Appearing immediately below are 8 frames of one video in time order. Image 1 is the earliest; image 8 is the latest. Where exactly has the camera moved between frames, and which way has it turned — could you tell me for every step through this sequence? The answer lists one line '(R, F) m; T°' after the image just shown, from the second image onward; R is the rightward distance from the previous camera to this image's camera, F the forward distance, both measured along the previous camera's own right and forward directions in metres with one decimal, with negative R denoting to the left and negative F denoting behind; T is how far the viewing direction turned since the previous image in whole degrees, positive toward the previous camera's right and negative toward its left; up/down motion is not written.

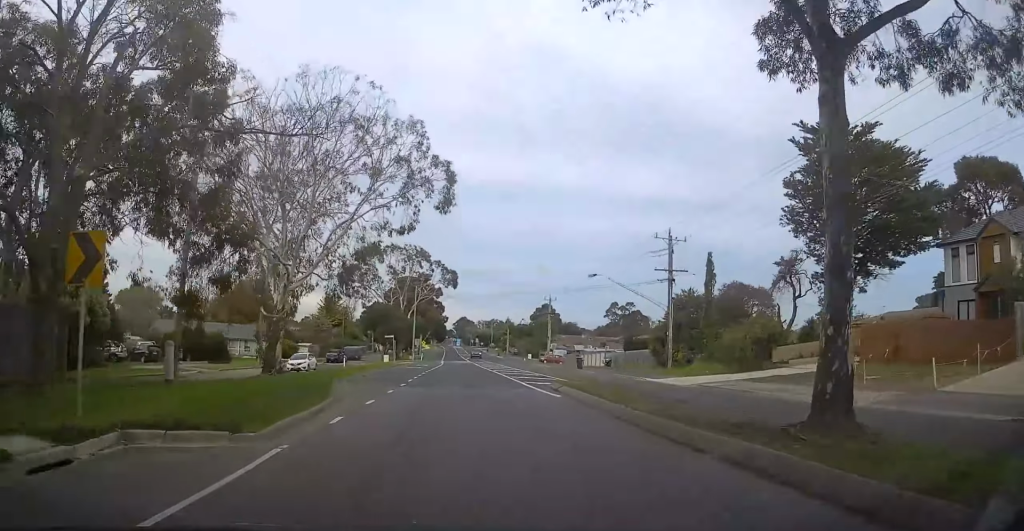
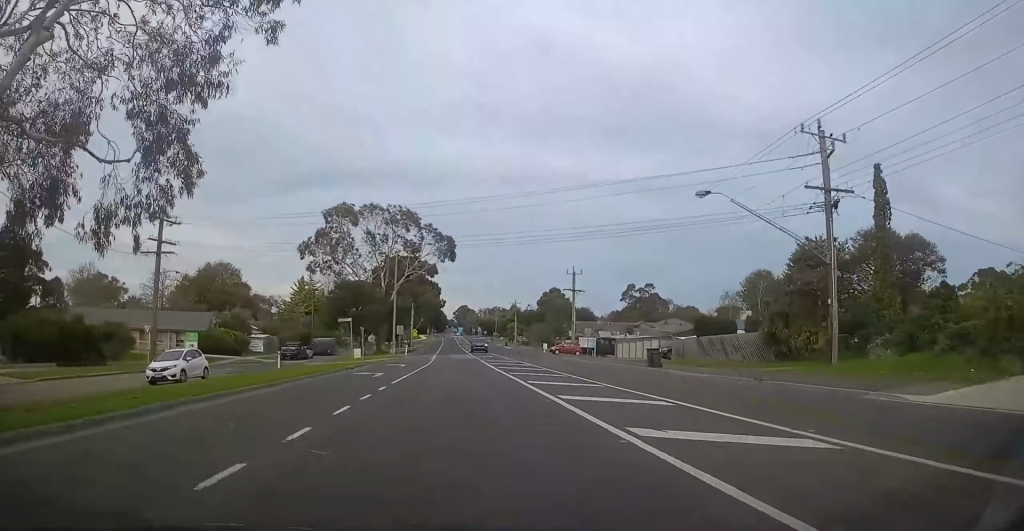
(+0.1, +23.7) m; 0°
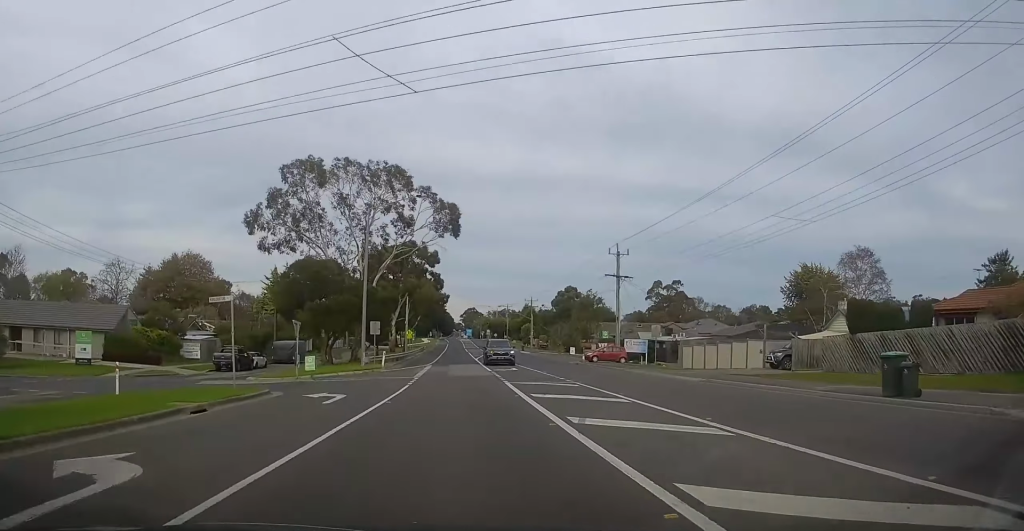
(-0.1, +21.5) m; 0°
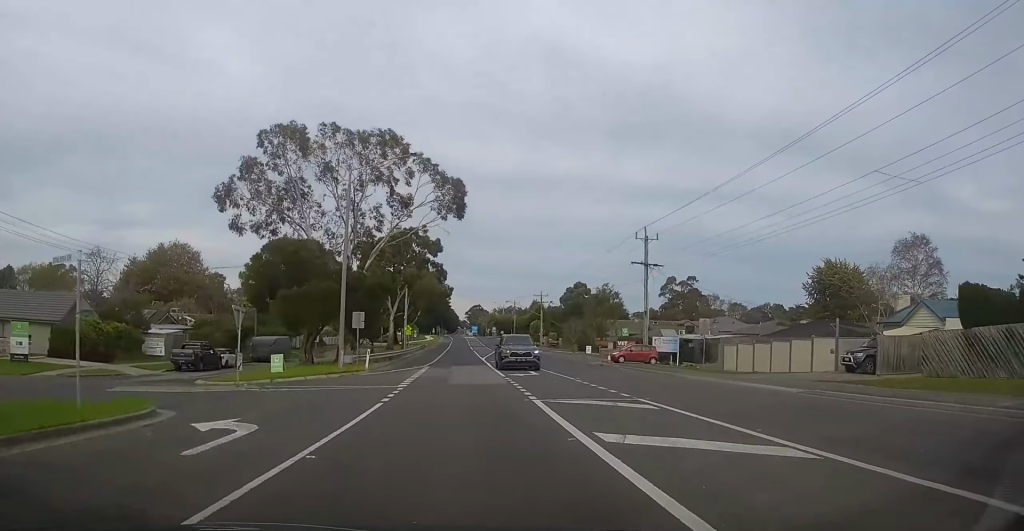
(0.0, +7.9) m; 0°
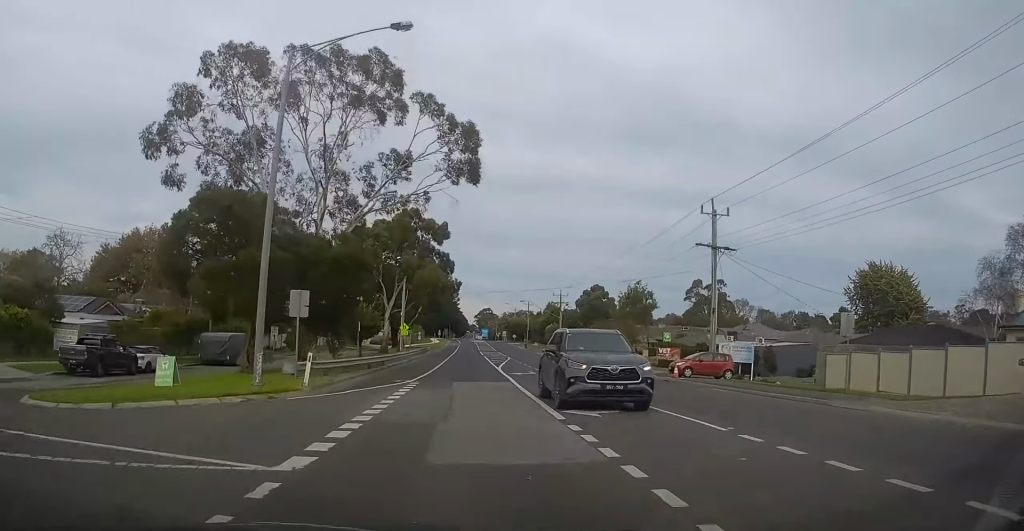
(0.0, +13.3) m; 0°
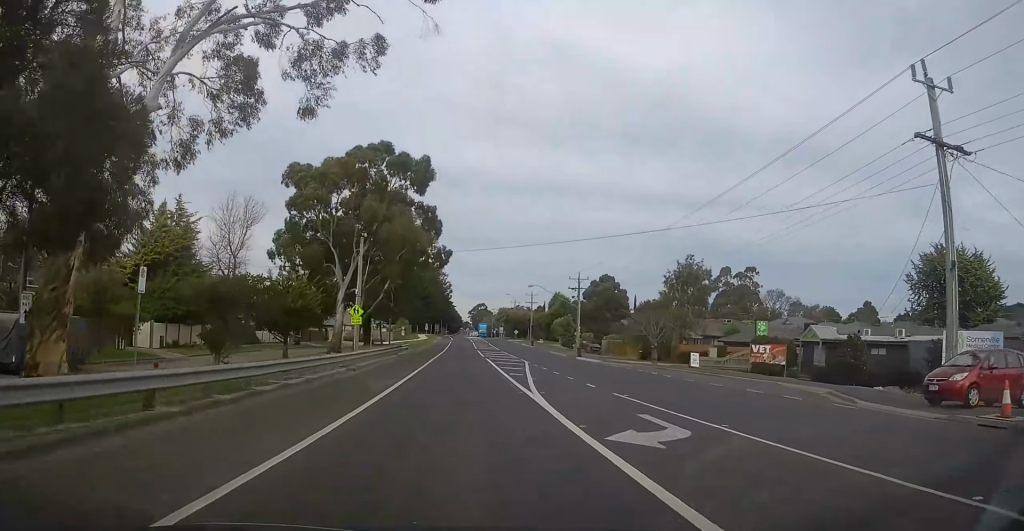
(-0.2, +23.0) m; -1°
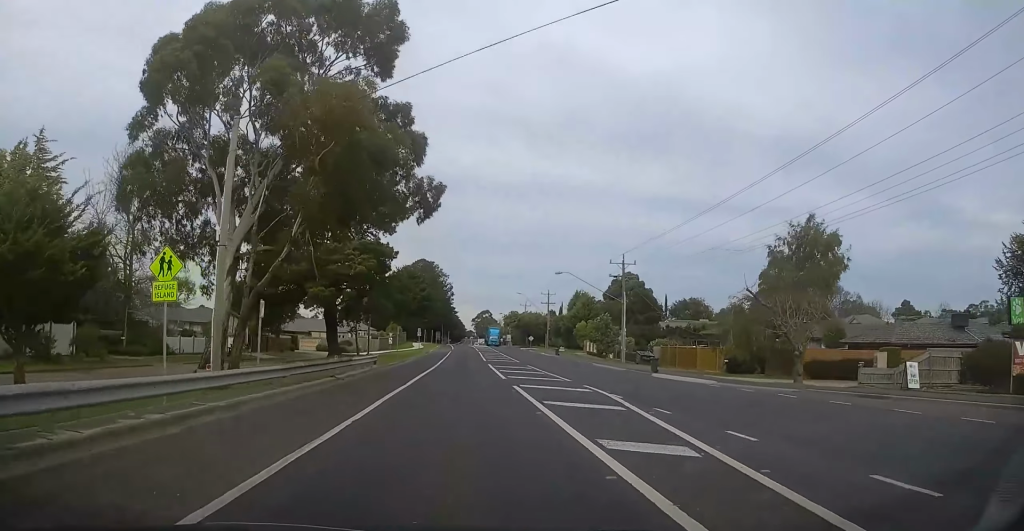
(-0.6, +22.3) m; -1°
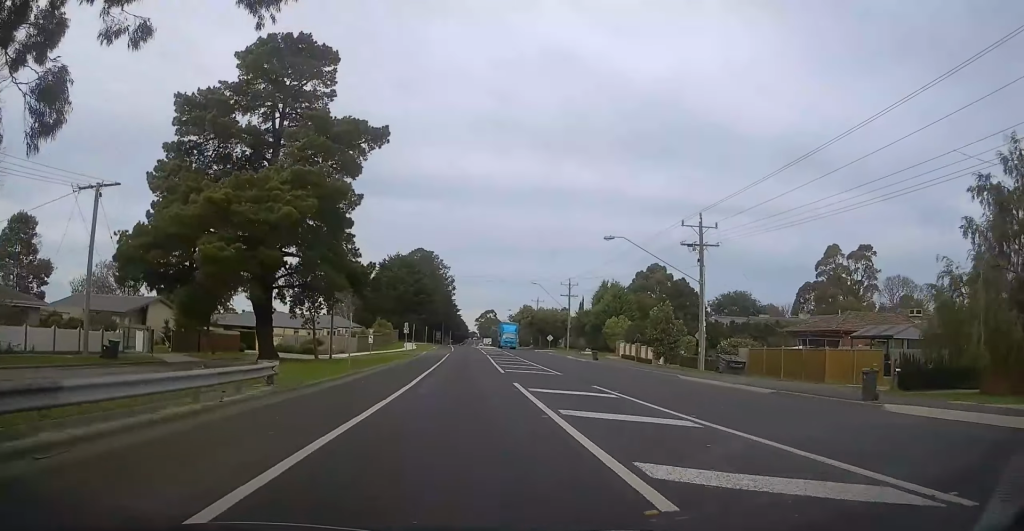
(+0.5, +20.5) m; +2°
